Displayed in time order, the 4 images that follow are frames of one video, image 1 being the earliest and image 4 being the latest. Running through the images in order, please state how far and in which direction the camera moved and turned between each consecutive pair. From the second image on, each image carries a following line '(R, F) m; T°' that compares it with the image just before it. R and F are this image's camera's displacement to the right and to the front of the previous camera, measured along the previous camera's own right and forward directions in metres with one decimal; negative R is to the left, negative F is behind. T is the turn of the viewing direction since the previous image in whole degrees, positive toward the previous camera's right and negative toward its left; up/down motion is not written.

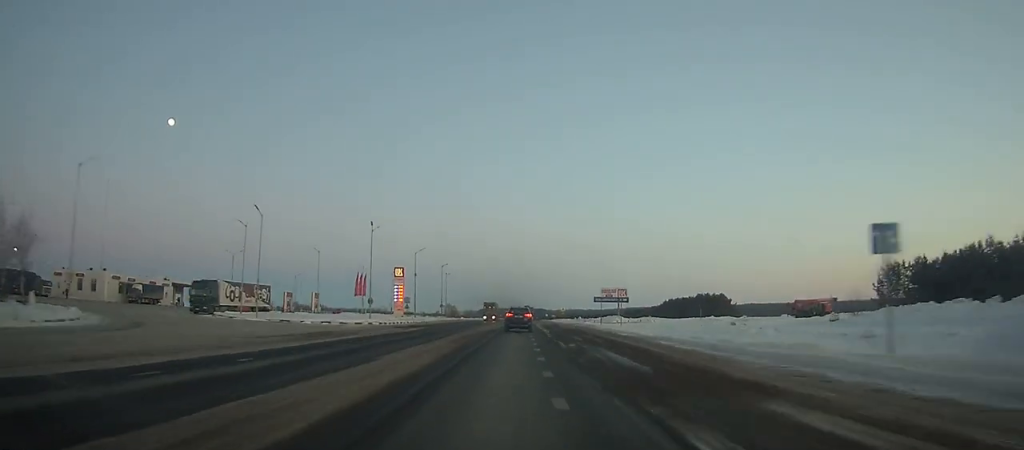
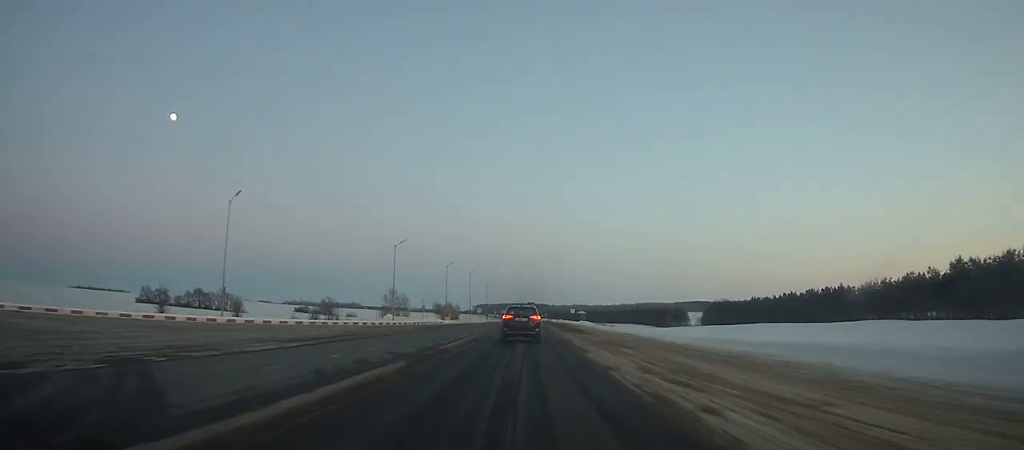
(+0.2, +148.8) m; 0°
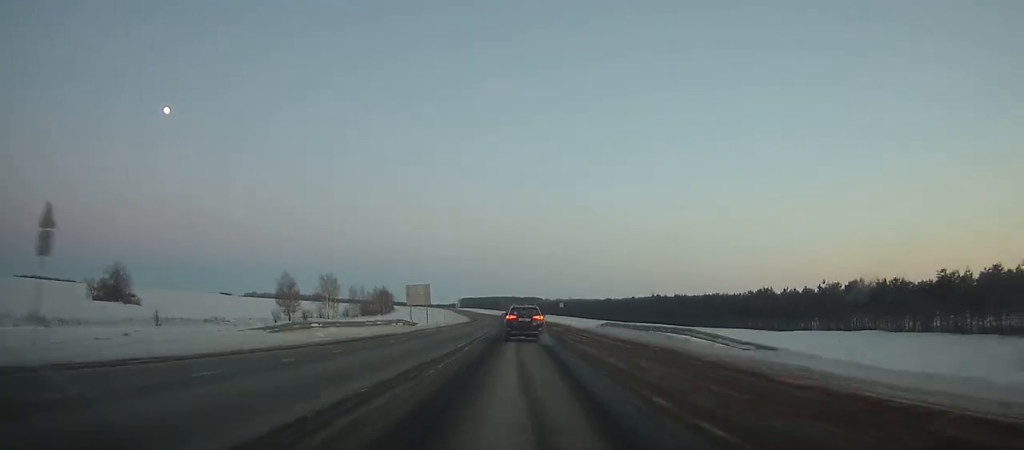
(+1.5, +198.0) m; 0°
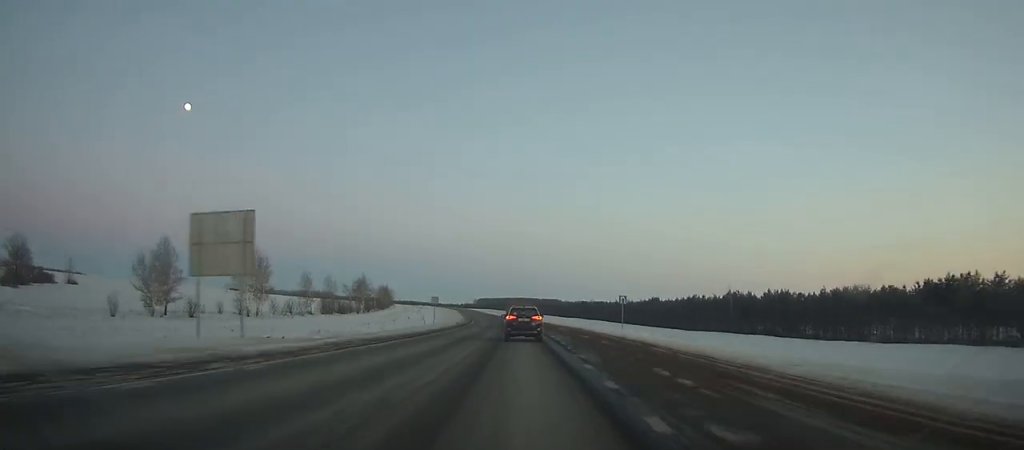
(-0.3, +50.6) m; -1°
